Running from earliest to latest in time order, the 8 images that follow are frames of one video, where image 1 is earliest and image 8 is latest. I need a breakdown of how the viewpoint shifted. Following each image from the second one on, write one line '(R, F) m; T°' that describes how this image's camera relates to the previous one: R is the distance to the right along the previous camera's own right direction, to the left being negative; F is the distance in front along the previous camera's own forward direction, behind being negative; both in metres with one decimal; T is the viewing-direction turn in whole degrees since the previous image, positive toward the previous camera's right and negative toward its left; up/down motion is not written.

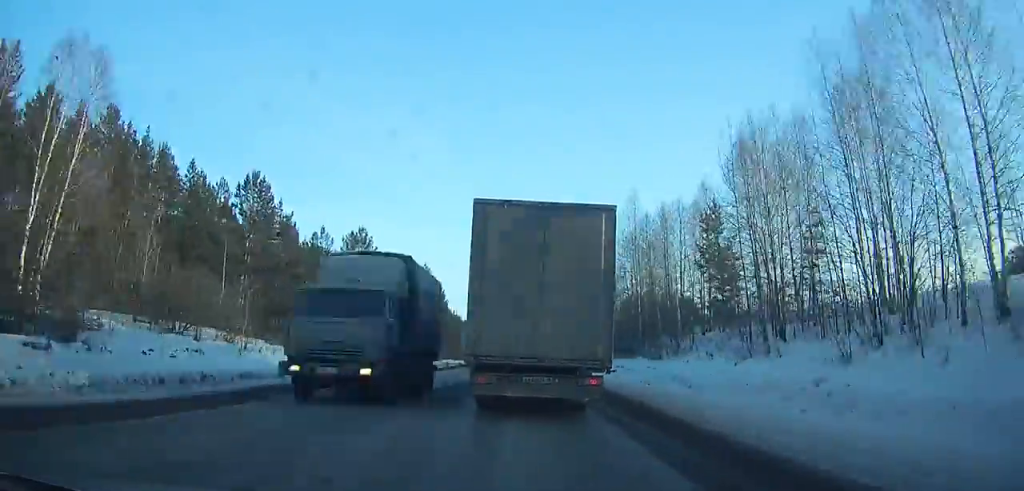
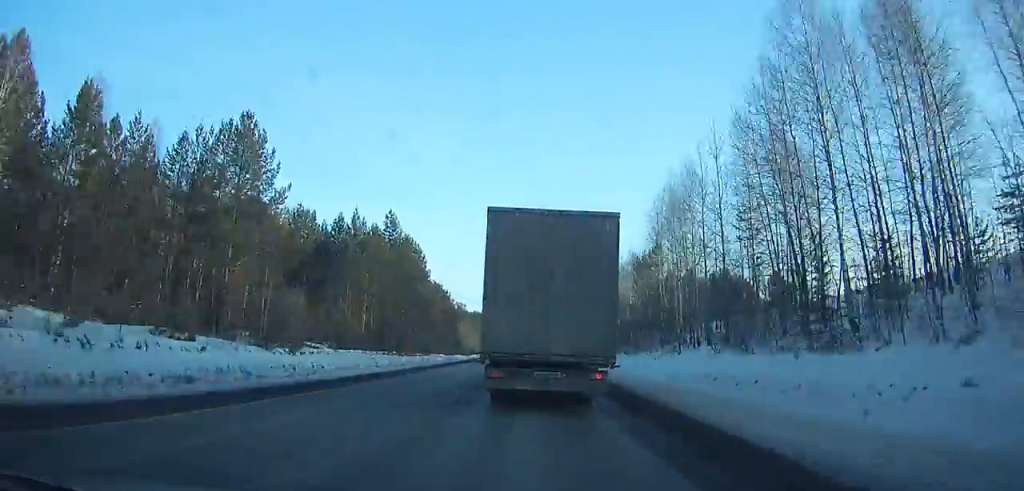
(+0.2, +34.4) m; 0°
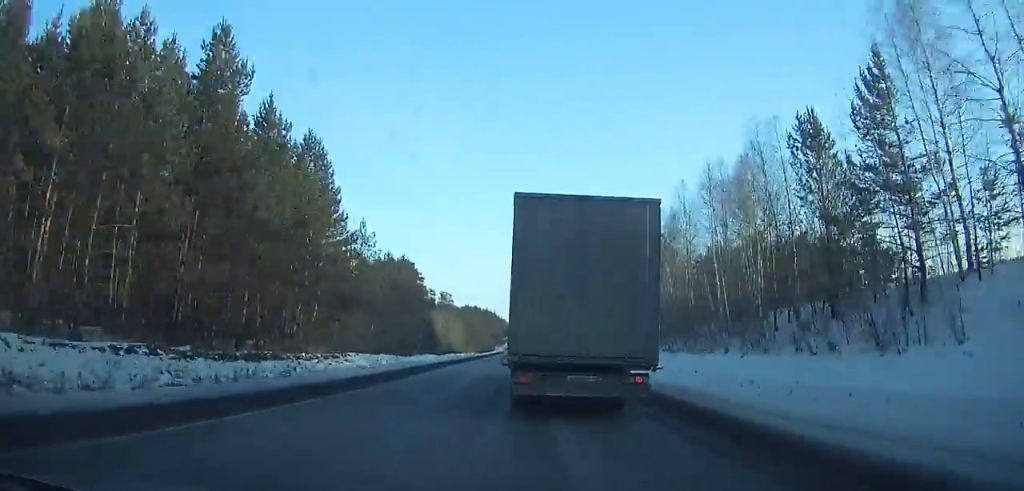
(-0.4, +39.6) m; 0°
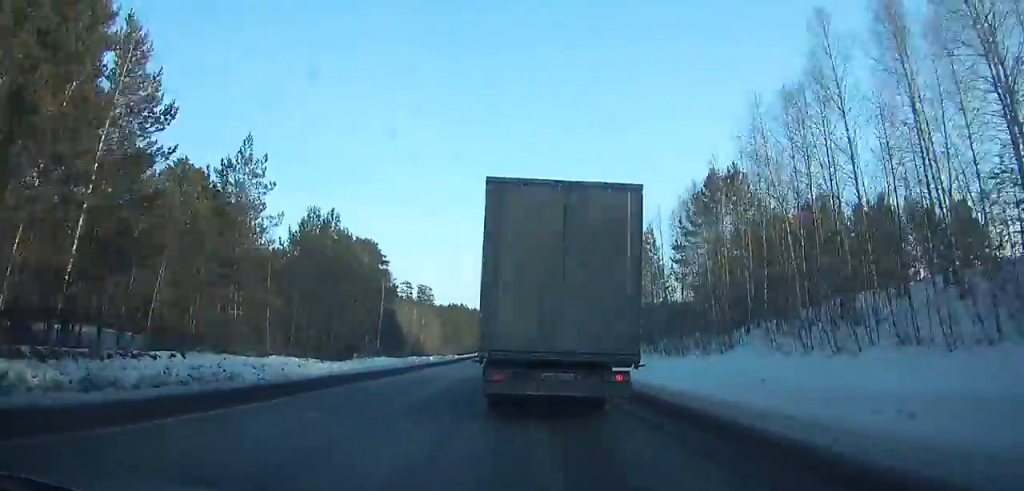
(-0.1, +24.0) m; 0°
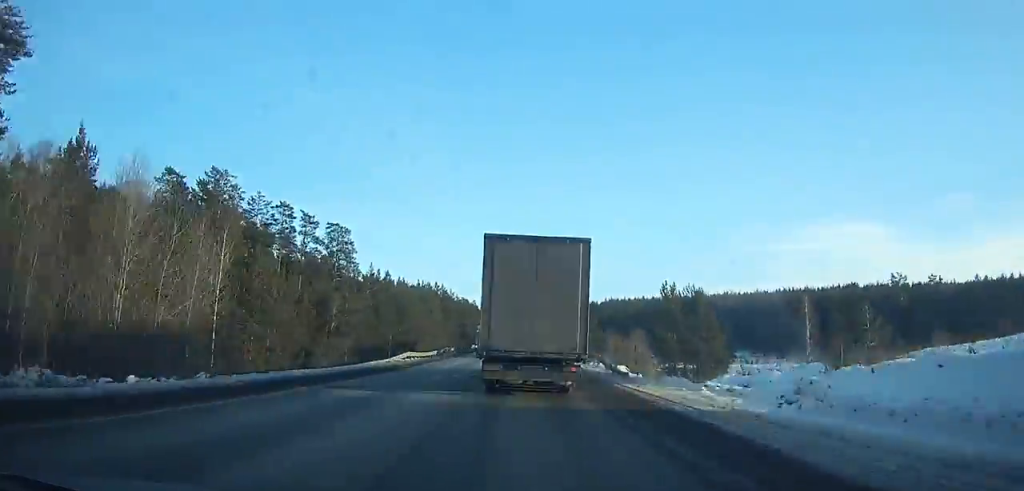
(+0.9, +94.7) m; 0°
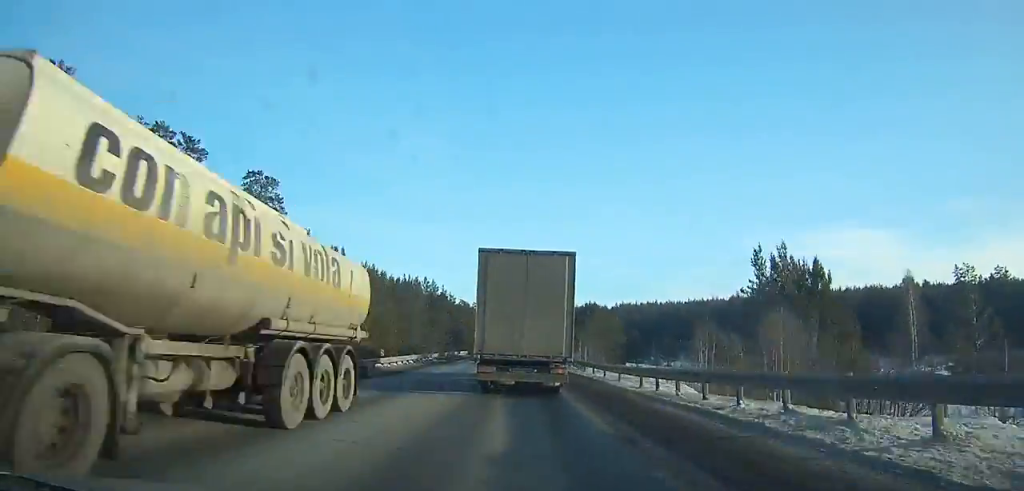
(-0.3, +31.7) m; 0°
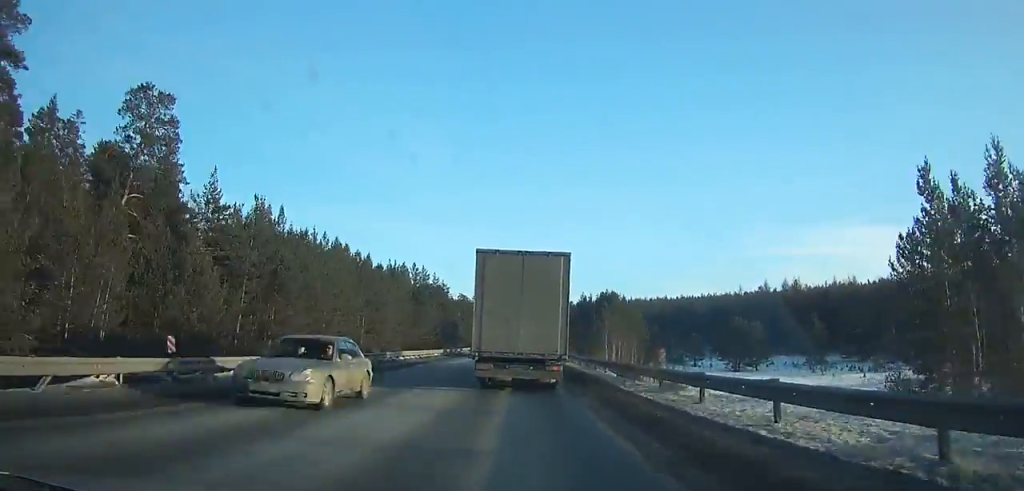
(-0.1, +21.7) m; 0°
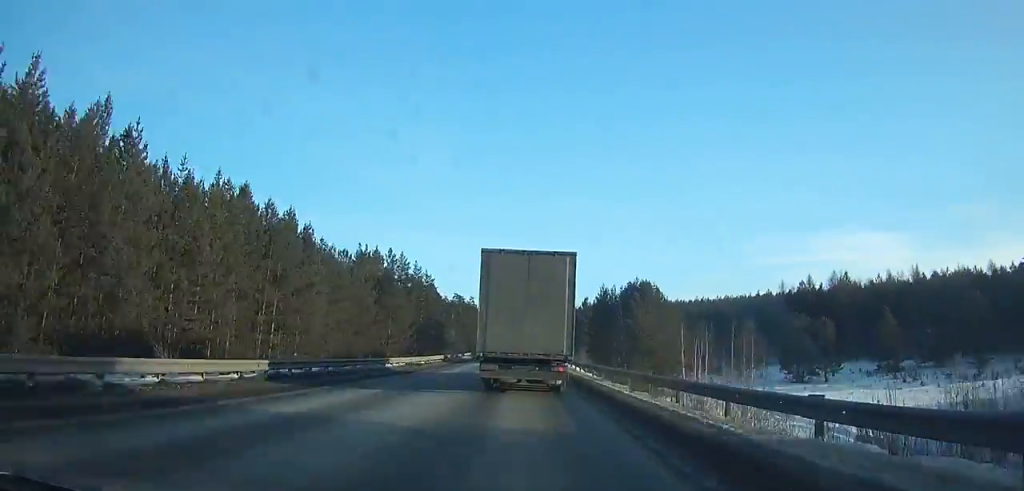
(-0.1, +28.3) m; 0°
